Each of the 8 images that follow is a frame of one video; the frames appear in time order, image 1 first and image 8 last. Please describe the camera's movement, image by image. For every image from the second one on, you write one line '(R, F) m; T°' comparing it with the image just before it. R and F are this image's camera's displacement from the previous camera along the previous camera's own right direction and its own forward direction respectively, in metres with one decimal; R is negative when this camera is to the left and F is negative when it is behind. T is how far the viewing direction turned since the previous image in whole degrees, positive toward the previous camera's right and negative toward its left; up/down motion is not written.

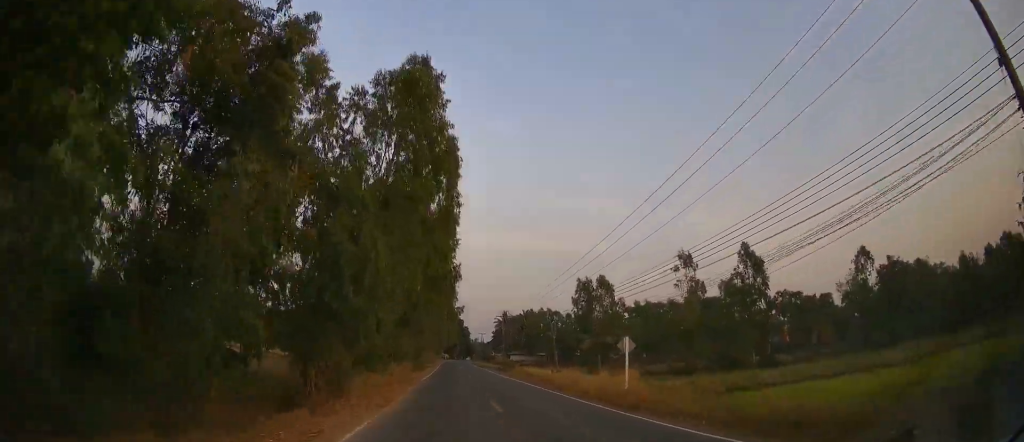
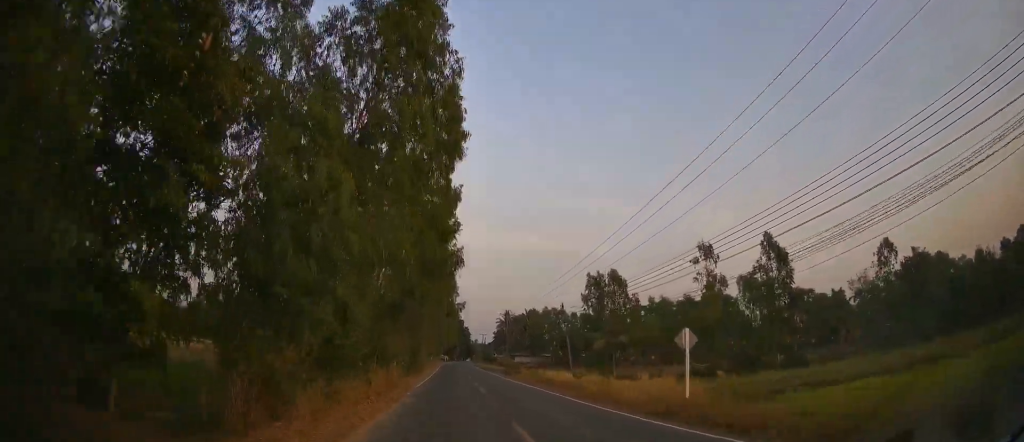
(+0.4, +5.0) m; +1°
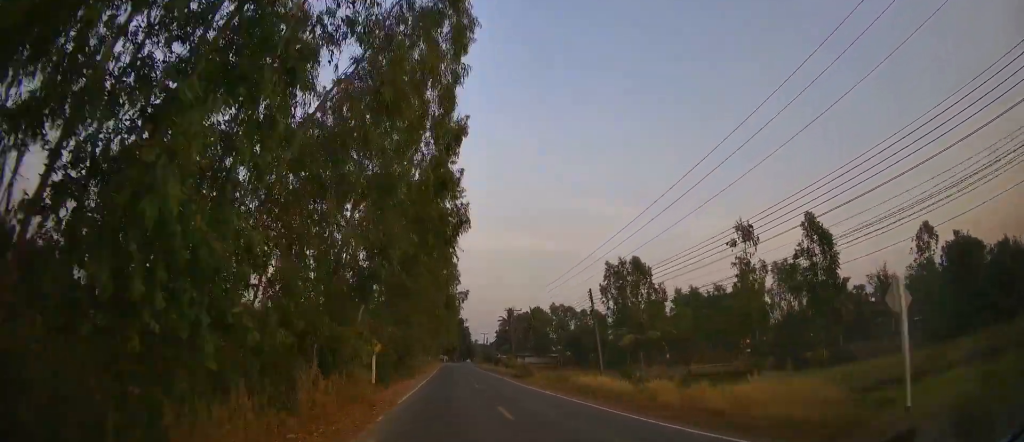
(0.0, +8.3) m; 0°
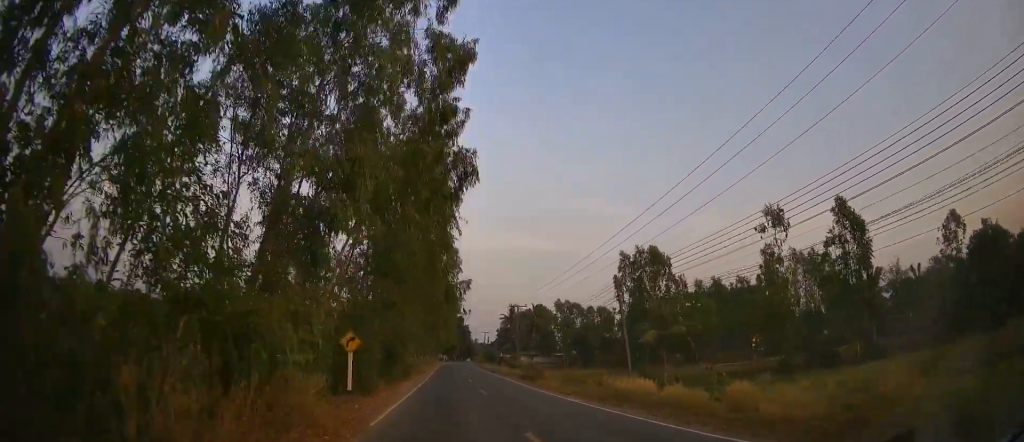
(-0.1, +5.1) m; -1°
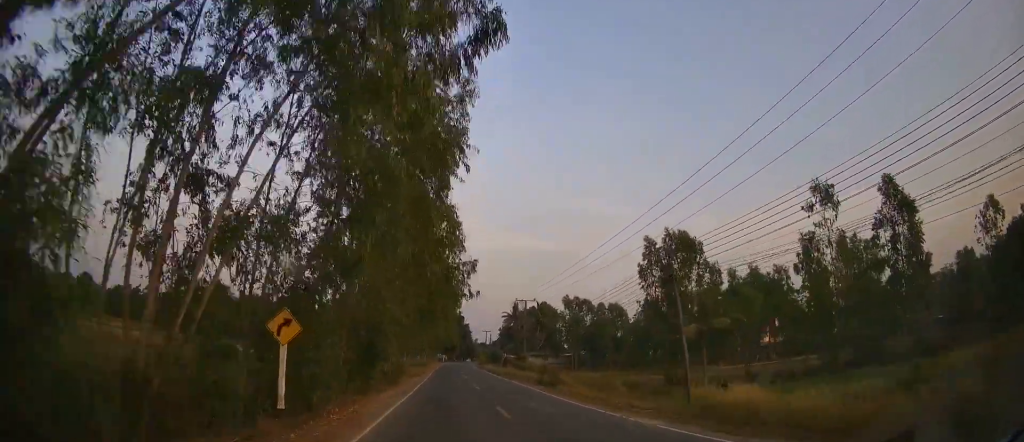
(0.0, +7.2) m; 0°
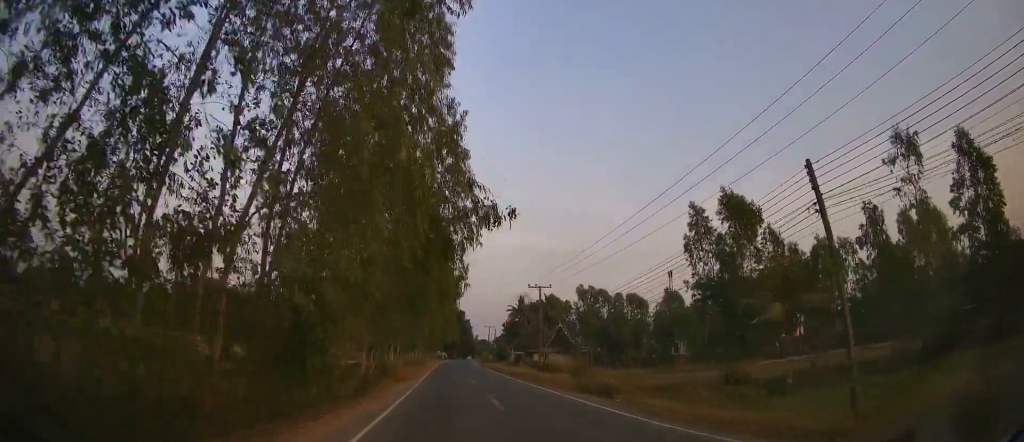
(0.0, +9.3) m; 0°
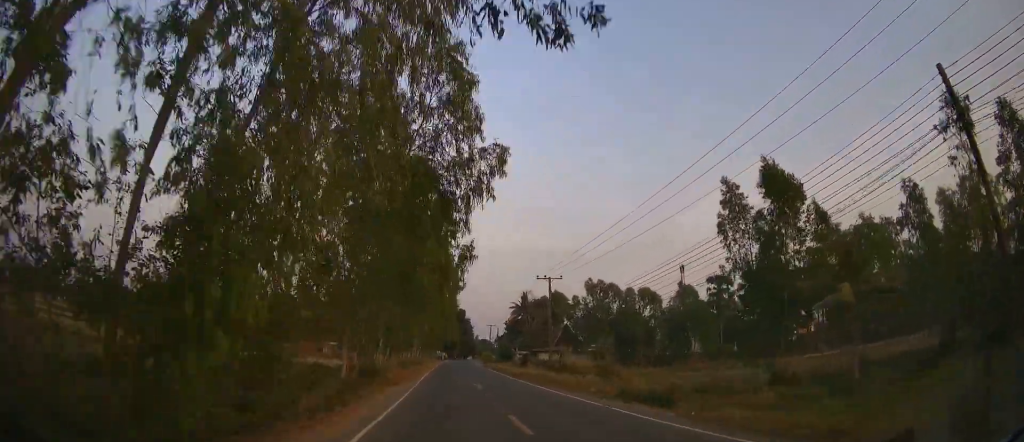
(0.0, +5.4) m; 0°
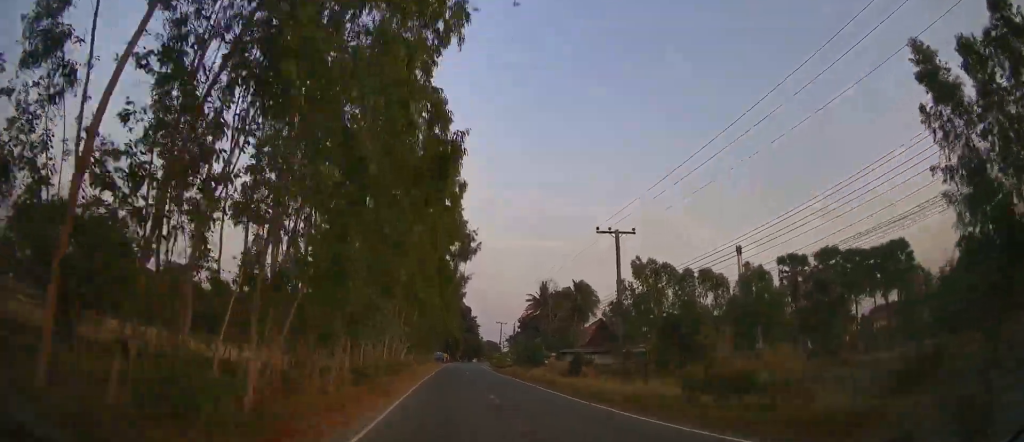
(0.0, +17.5) m; 0°
